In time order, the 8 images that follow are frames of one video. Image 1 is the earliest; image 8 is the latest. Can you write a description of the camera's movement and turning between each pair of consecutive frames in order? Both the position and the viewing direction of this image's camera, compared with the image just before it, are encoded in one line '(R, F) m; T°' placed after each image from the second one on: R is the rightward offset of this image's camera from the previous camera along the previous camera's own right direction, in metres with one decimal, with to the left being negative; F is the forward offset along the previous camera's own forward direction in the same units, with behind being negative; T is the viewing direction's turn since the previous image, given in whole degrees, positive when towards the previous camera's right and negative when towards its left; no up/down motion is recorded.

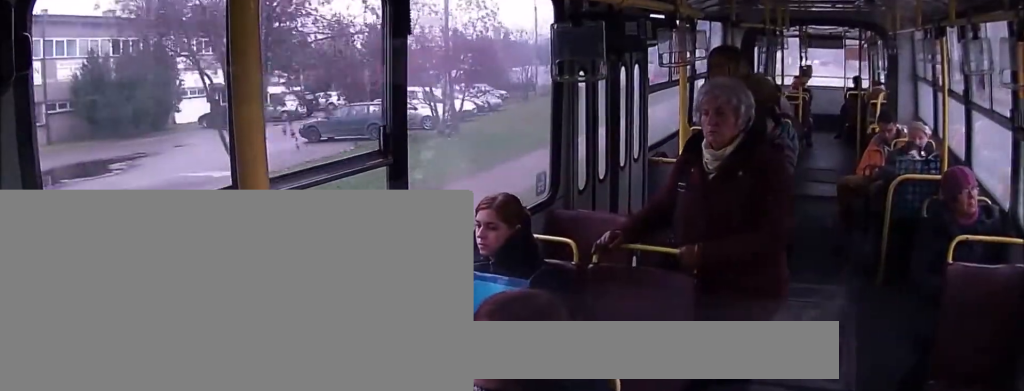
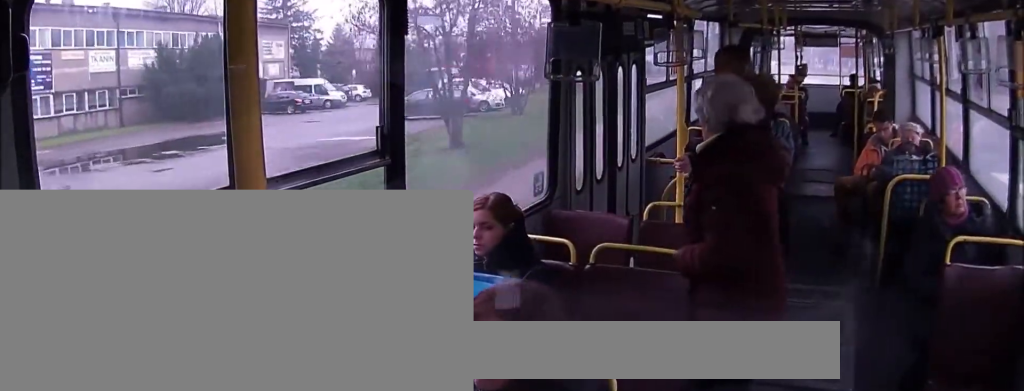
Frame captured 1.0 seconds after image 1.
(+0.3, +8.3) m; +1°
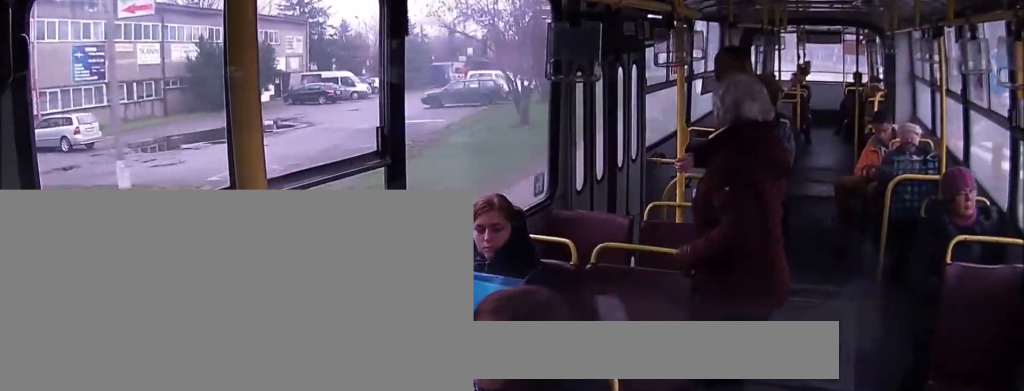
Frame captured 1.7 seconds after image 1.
(-0.1, +5.2) m; -1°
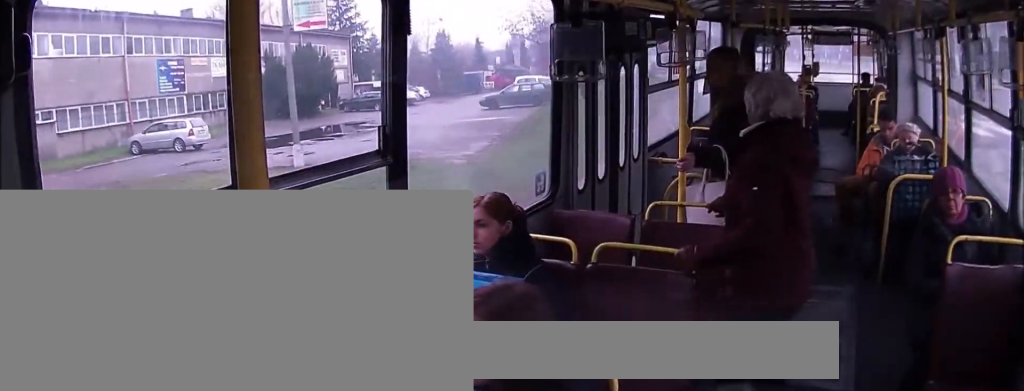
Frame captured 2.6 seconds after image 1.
(-0.1, +6.5) m; 0°
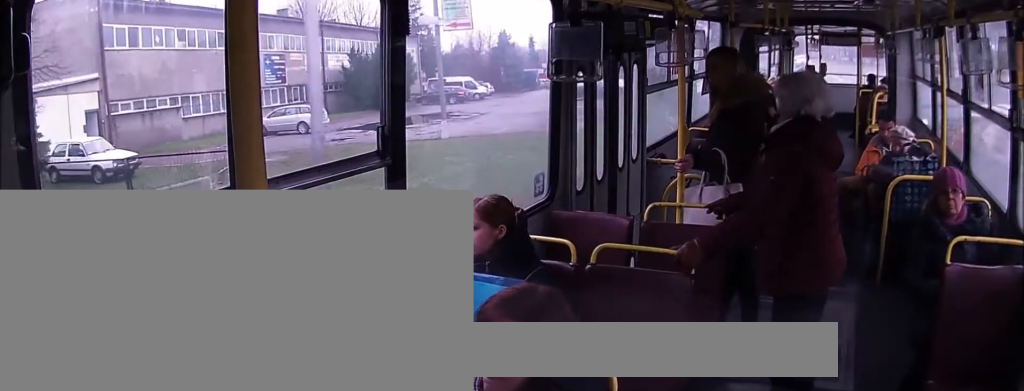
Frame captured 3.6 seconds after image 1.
(+0.2, +7.4) m; +1°
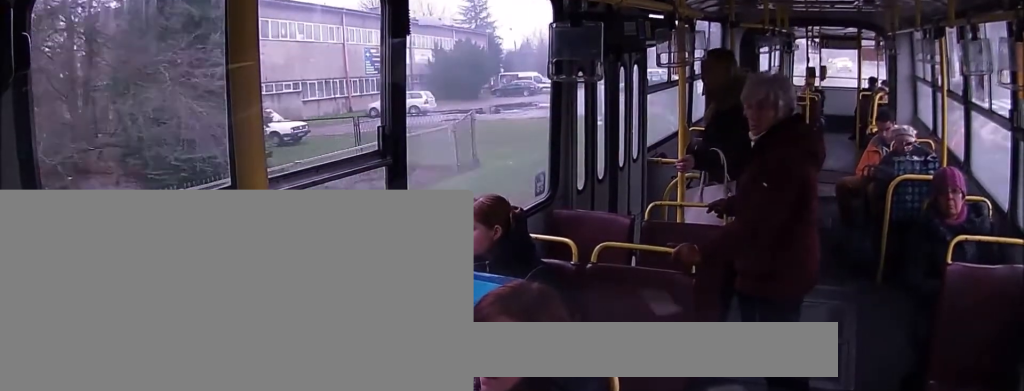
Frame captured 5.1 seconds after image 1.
(-0.2, +8.1) m; -3°
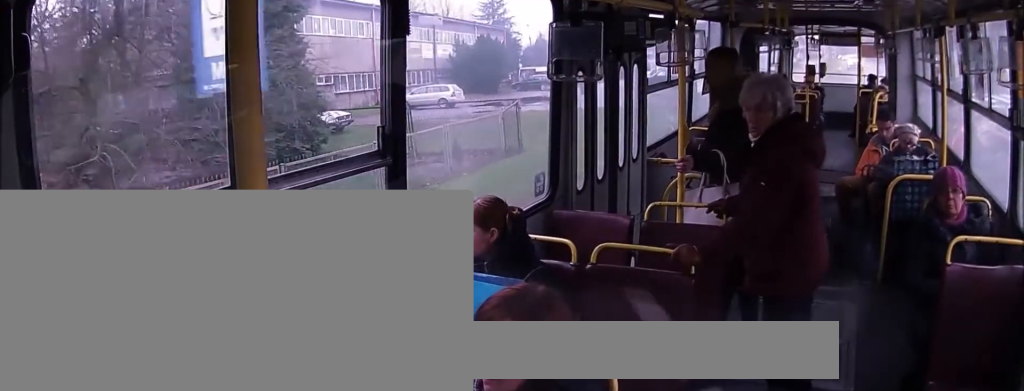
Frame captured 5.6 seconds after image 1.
(0.0, +2.6) m; -1°
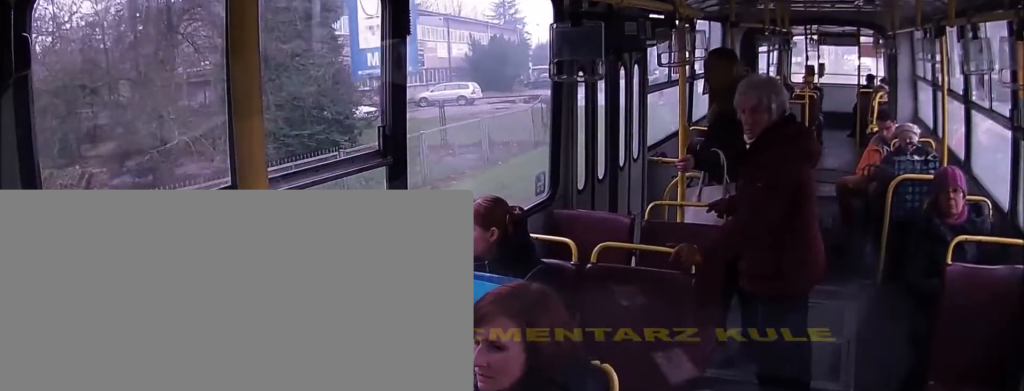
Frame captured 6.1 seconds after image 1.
(0.0, +2.0) m; 0°
